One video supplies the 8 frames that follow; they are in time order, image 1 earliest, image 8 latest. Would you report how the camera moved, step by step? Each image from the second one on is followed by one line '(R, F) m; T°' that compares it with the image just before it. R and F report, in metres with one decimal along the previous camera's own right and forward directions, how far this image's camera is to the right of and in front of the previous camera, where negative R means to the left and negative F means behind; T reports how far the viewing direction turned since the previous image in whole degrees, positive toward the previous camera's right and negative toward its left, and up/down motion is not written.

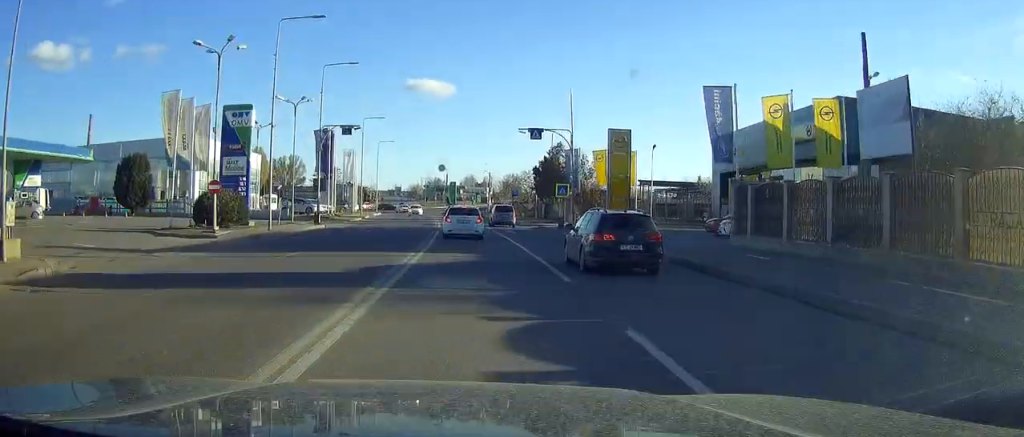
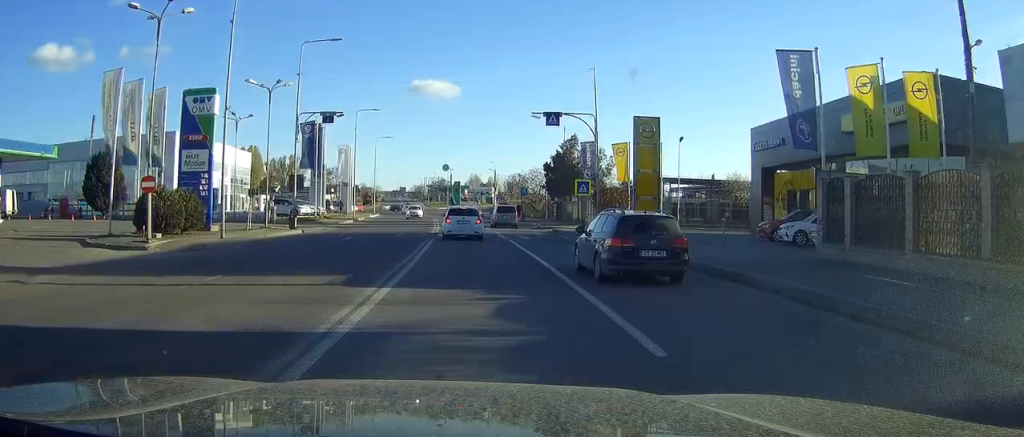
(0.0, +7.0) m; 0°
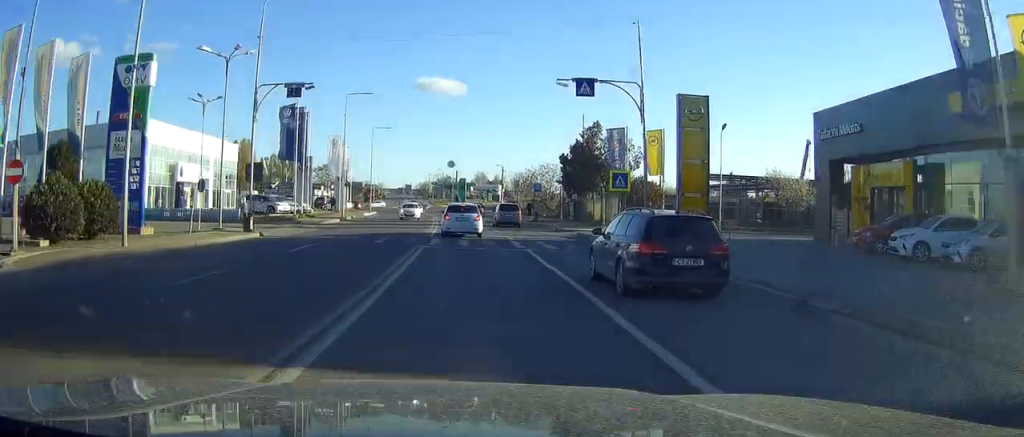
(0.0, +8.7) m; 0°
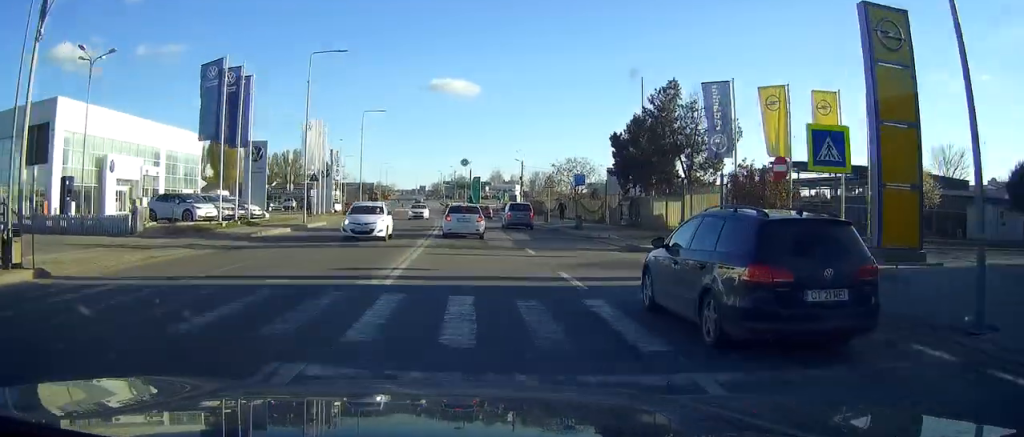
(-0.1, +17.7) m; -1°
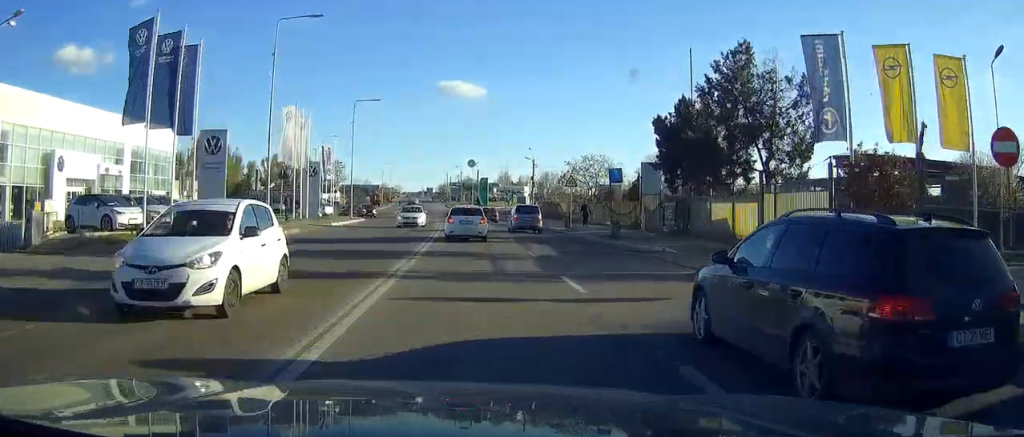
(-0.2, +9.0) m; -1°
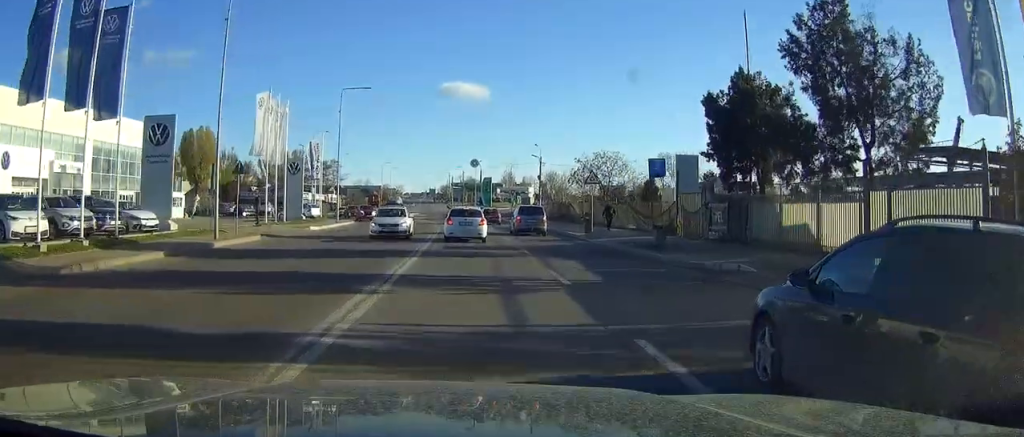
(0.0, +7.4) m; 0°
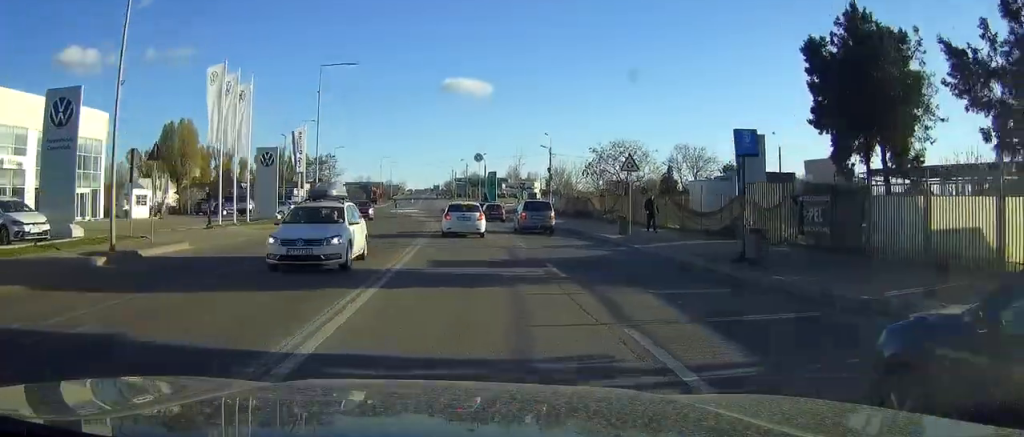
(0.0, +8.7) m; 0°
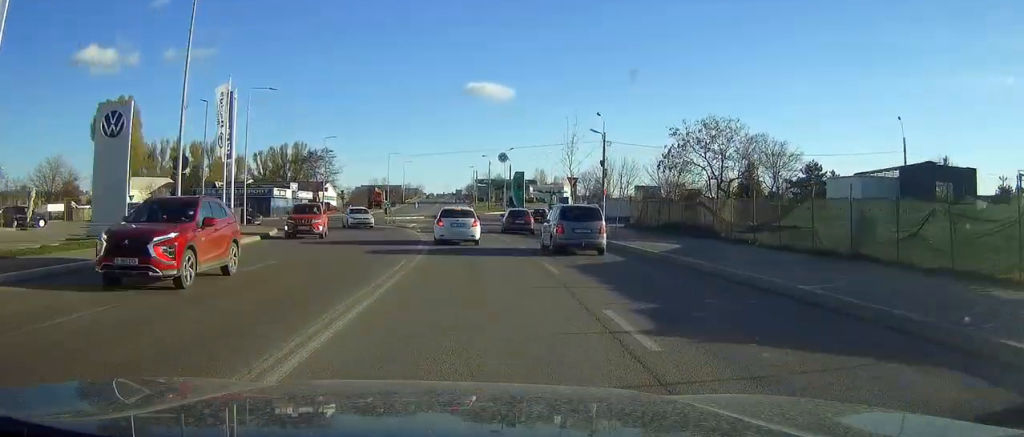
(-0.2, +24.9) m; -1°
